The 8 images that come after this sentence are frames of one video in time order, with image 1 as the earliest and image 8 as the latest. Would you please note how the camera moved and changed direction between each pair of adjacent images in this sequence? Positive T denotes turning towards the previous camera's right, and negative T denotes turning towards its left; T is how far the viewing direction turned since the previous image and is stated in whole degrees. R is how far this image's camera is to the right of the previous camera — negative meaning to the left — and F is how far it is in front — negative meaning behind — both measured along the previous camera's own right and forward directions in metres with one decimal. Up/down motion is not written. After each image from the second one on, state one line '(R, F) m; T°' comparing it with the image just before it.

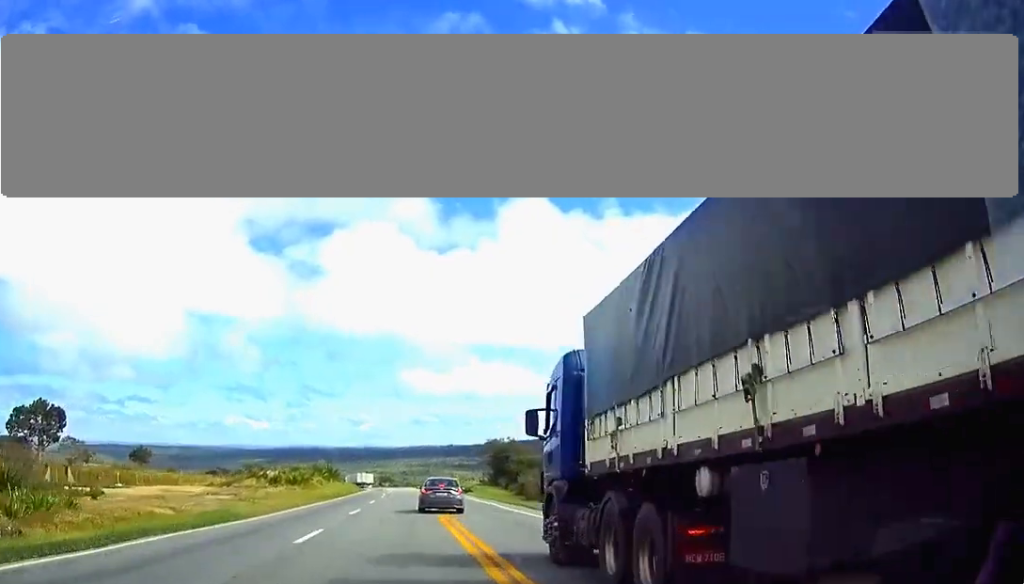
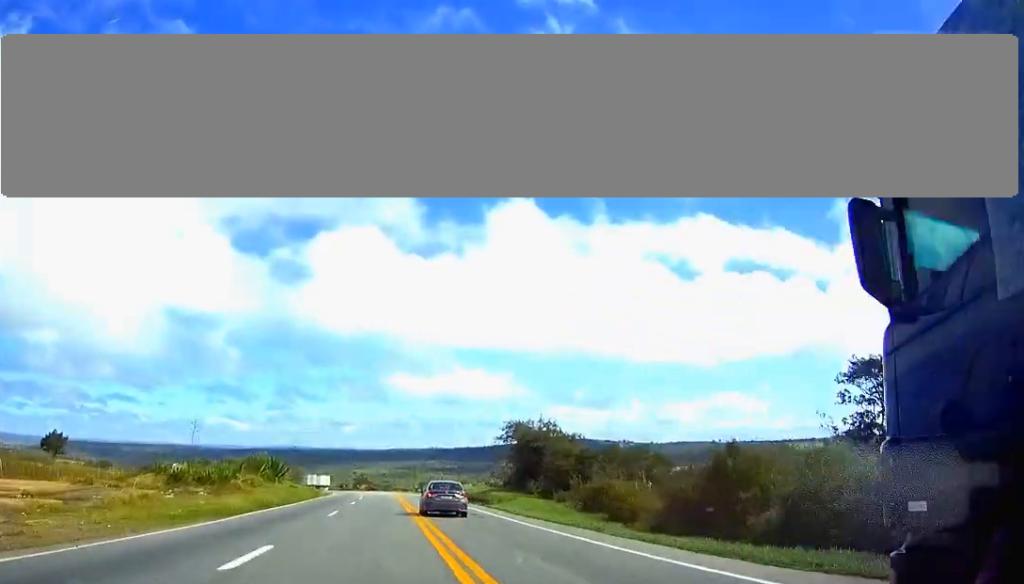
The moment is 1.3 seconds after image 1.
(+0.1, +34.9) m; +1°
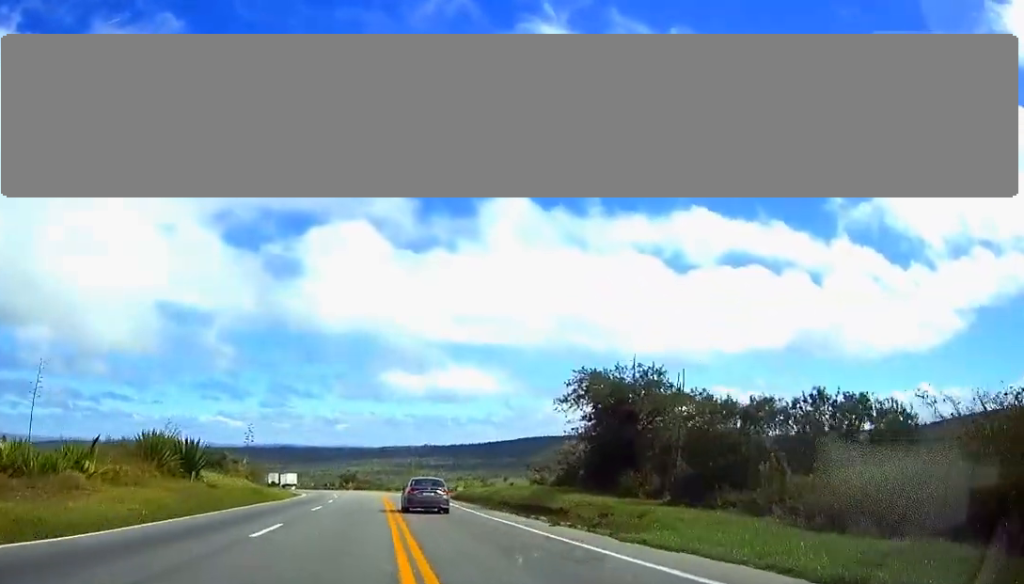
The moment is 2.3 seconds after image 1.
(+0.1, +29.6) m; +1°
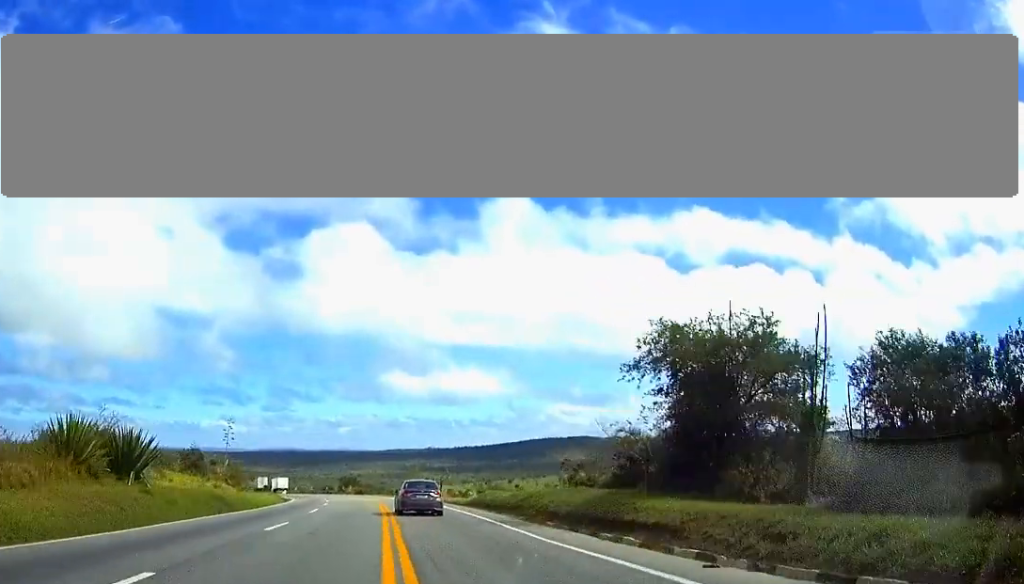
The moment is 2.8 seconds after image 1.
(0.0, +12.0) m; 0°
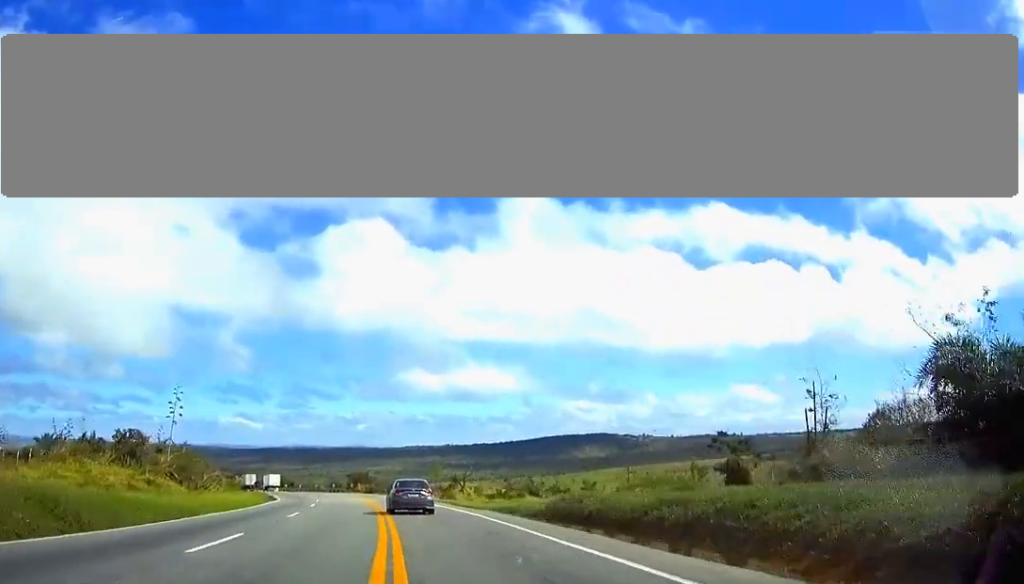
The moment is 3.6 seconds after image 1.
(+0.1, +24.0) m; -2°
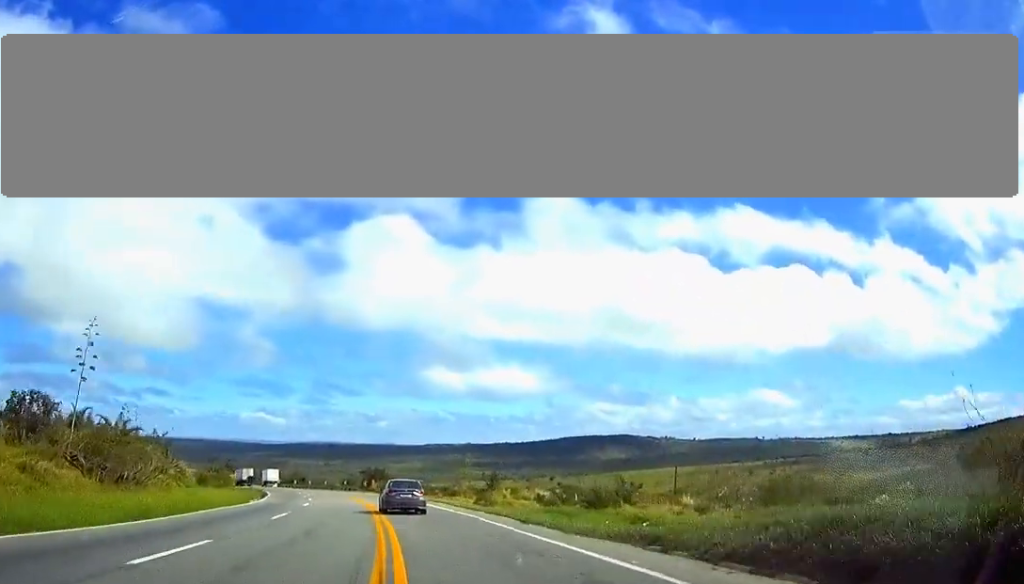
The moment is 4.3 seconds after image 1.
(-0.8, +18.2) m; -2°
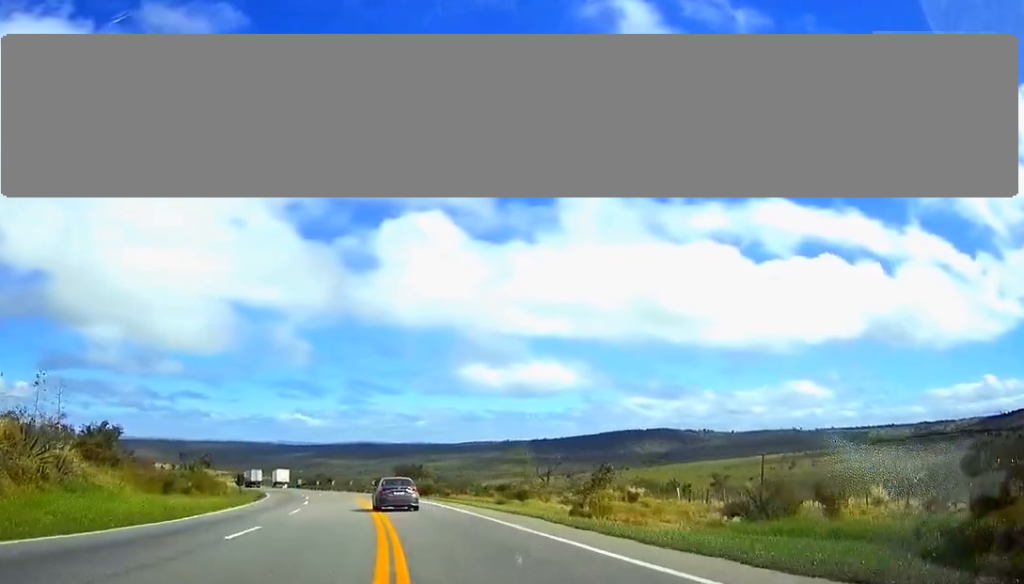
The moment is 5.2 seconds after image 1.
(-0.3, +25.2) m; -1°
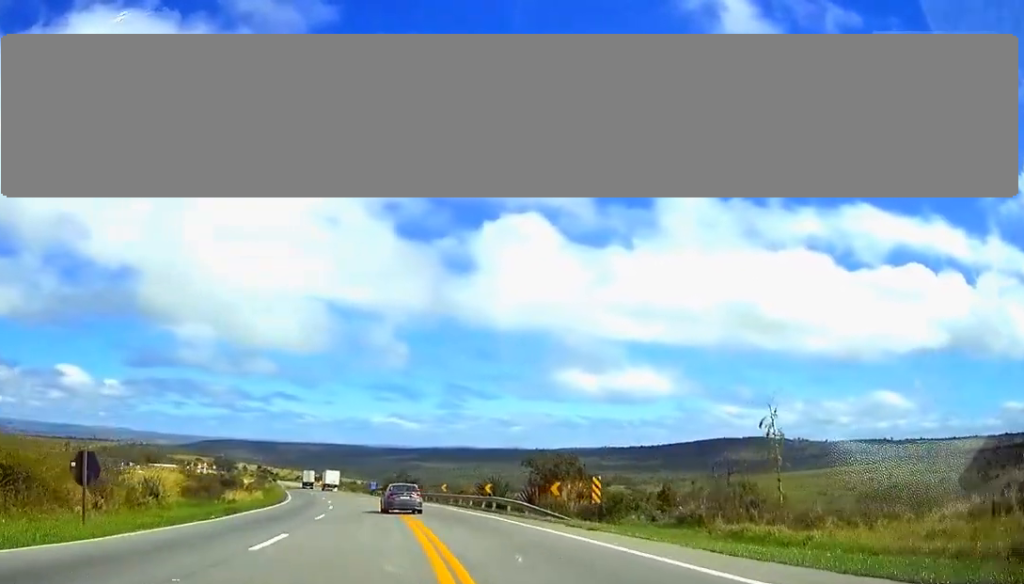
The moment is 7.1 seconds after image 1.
(0.0, +48.8) m; -2°
